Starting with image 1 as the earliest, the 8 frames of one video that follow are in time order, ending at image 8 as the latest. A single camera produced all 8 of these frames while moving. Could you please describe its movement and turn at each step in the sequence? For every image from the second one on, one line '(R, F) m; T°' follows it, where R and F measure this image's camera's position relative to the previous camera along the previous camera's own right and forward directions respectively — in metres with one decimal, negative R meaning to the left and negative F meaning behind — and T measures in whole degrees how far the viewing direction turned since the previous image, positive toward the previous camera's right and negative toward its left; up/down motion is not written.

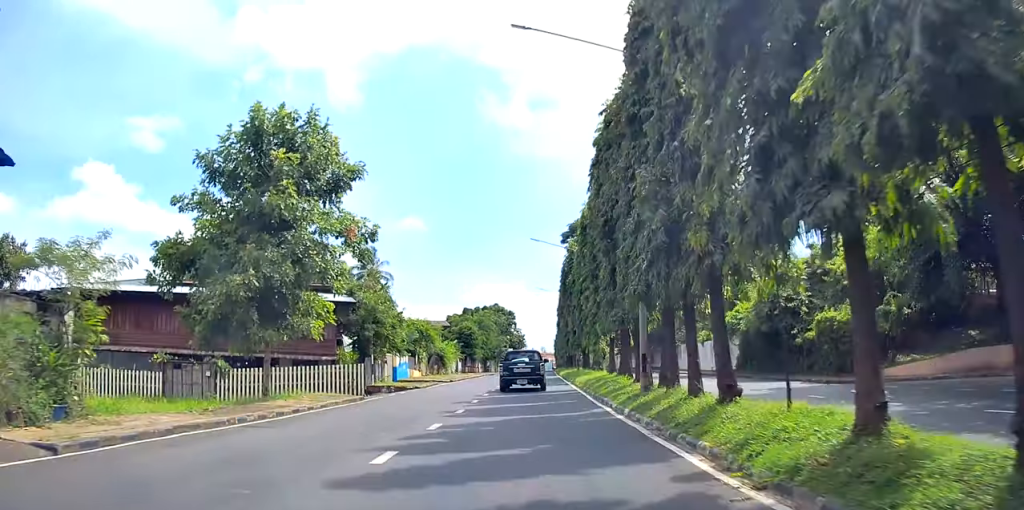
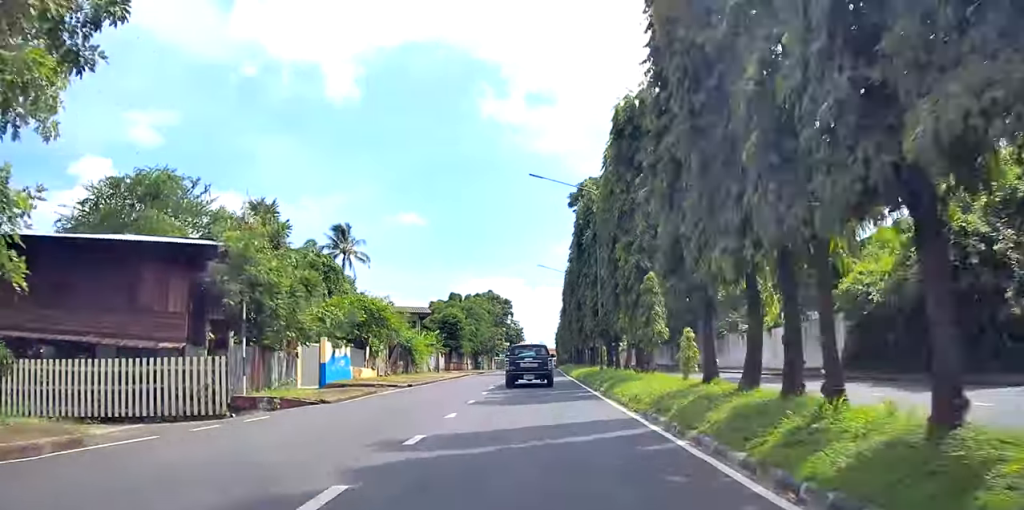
(0.0, +15.8) m; +1°
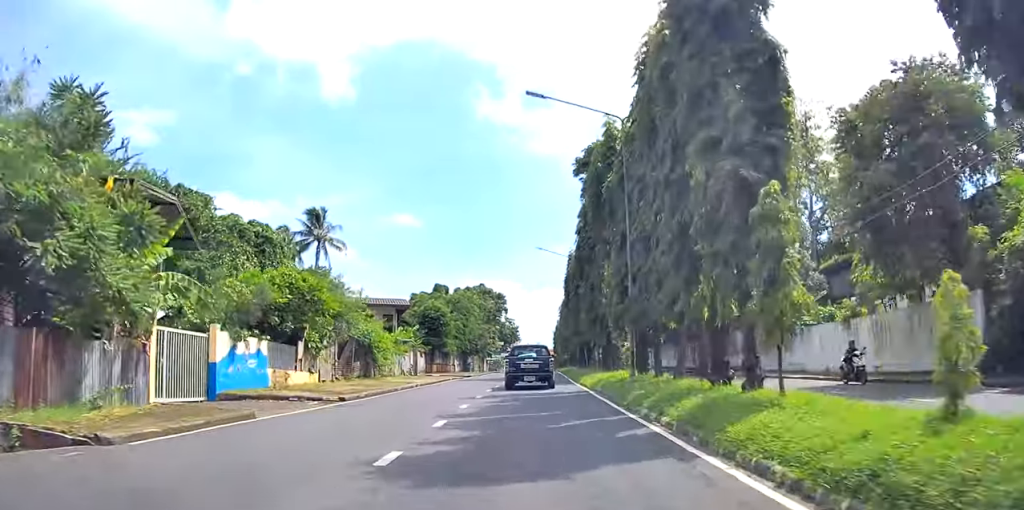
(0.0, +10.2) m; +2°
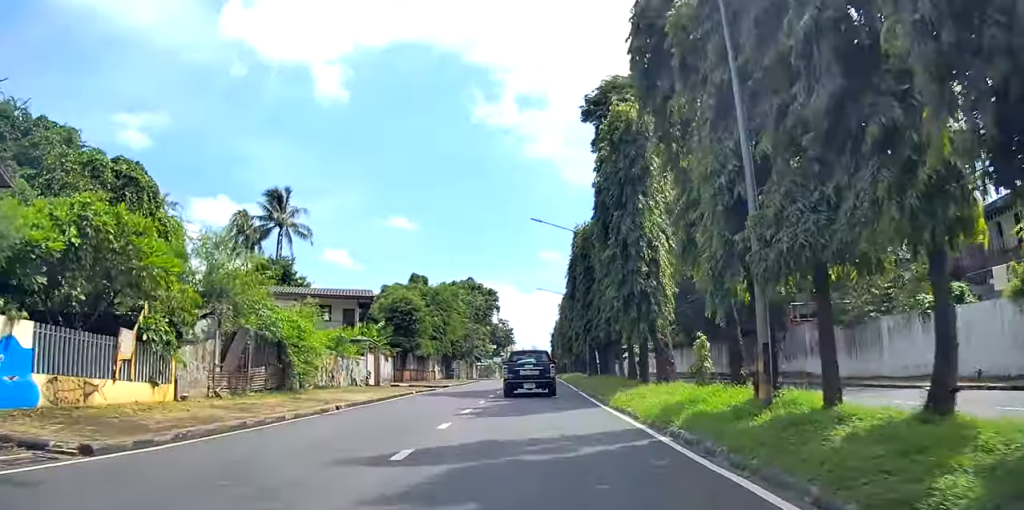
(+0.3, +11.3) m; +2°
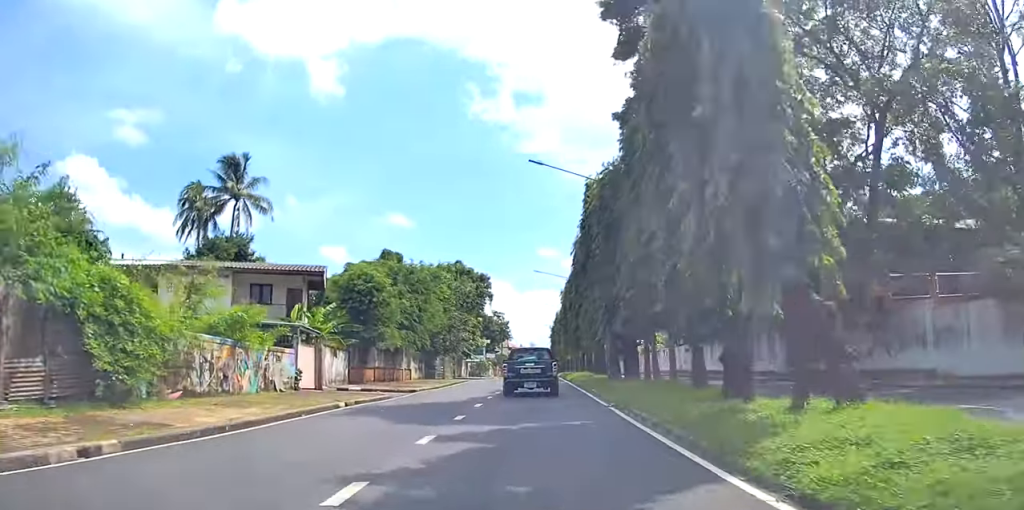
(+0.1, +10.7) m; +1°
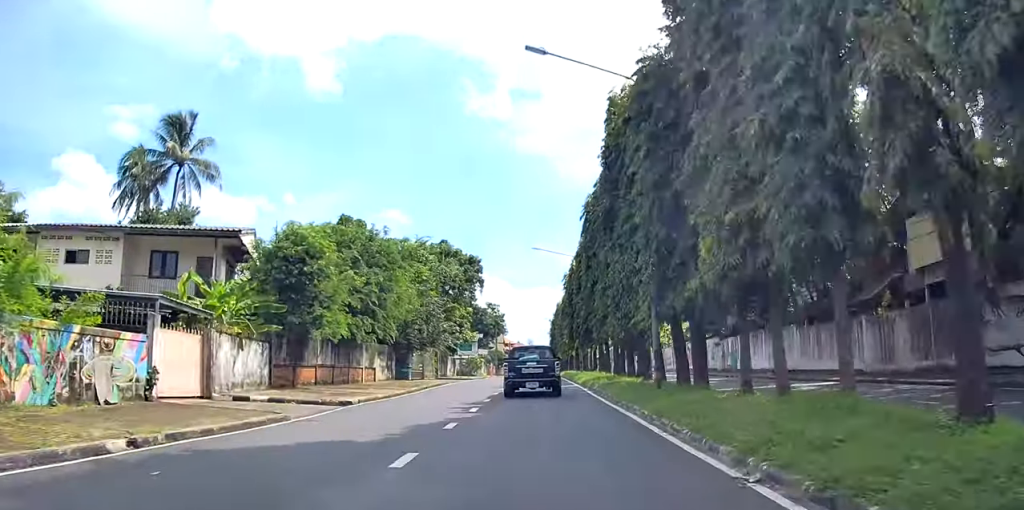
(0.0, +10.5) m; -2°
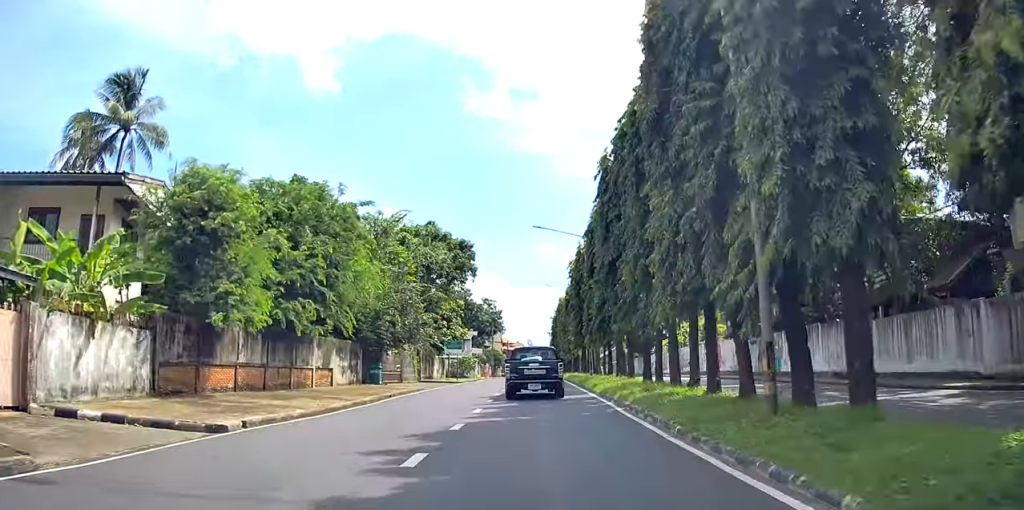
(+0.1, +8.3) m; -2°
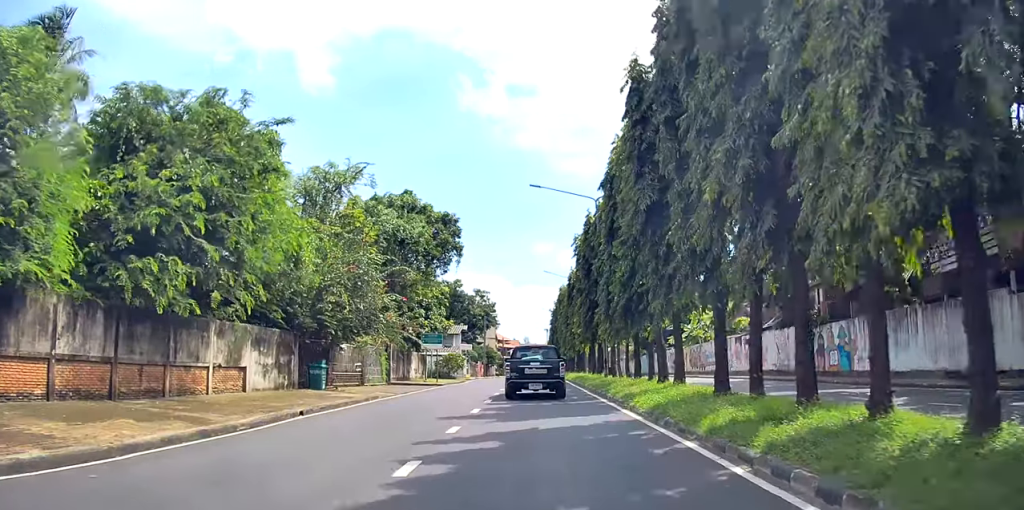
(-0.7, +9.3) m; 0°
